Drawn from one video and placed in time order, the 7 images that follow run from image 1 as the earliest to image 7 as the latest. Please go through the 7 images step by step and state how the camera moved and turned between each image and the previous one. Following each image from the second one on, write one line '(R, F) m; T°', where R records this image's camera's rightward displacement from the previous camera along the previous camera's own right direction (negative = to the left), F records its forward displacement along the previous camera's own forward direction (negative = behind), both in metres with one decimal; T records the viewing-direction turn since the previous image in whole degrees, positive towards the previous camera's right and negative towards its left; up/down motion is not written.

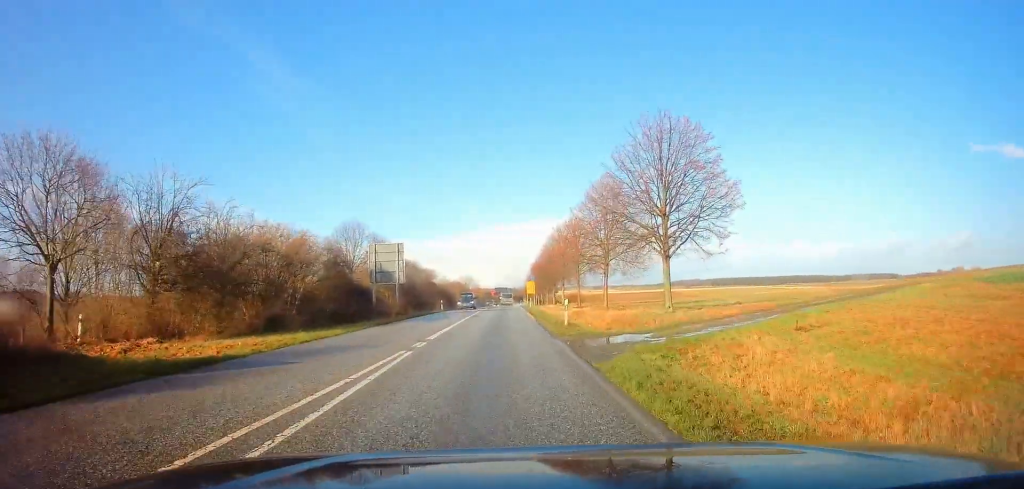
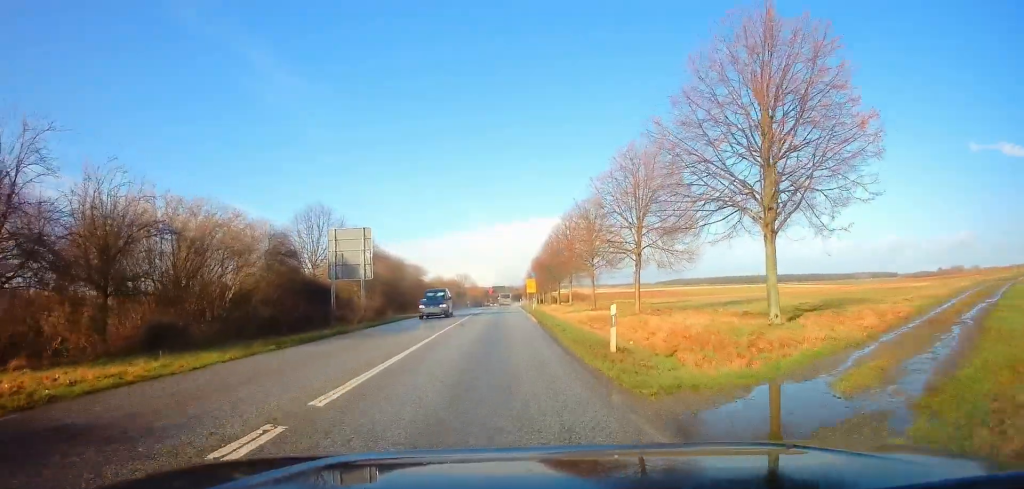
(0.0, +9.8) m; 0°
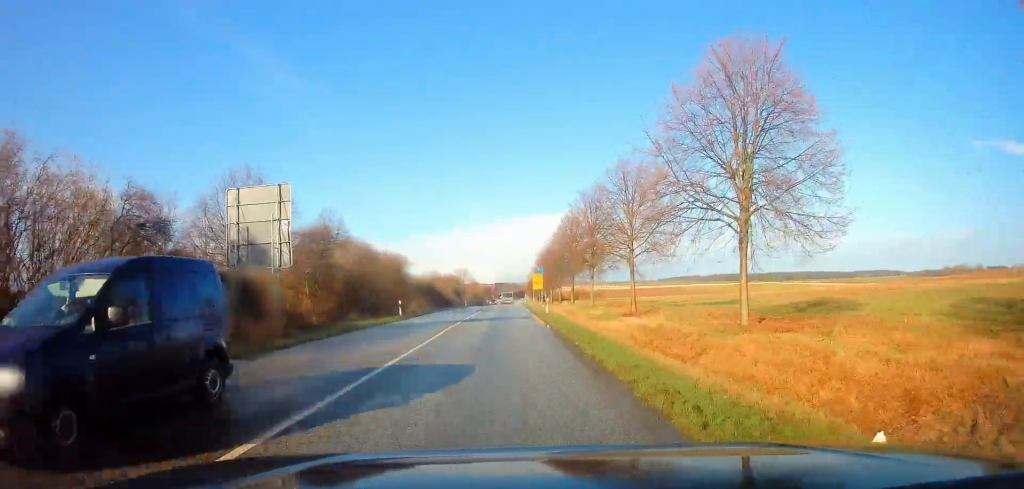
(0.0, +12.9) m; 0°
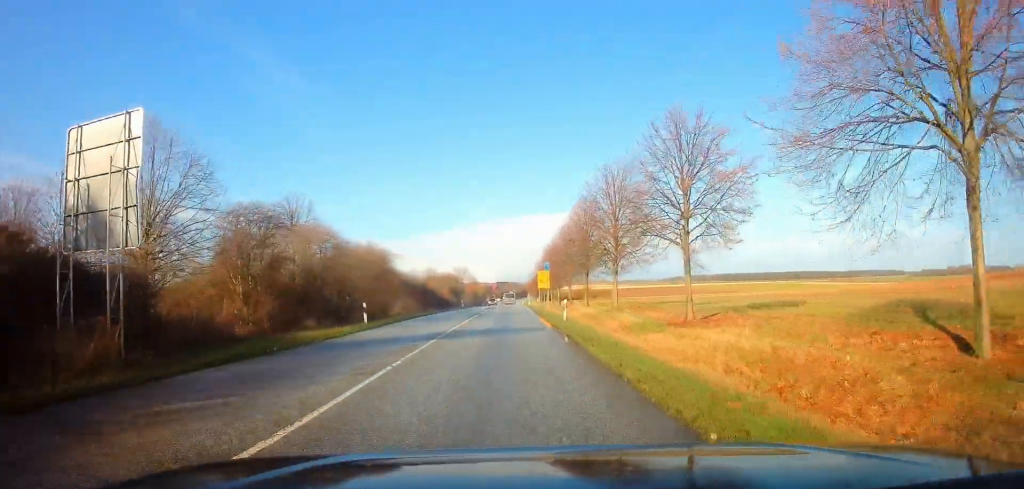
(-0.1, +9.2) m; 0°
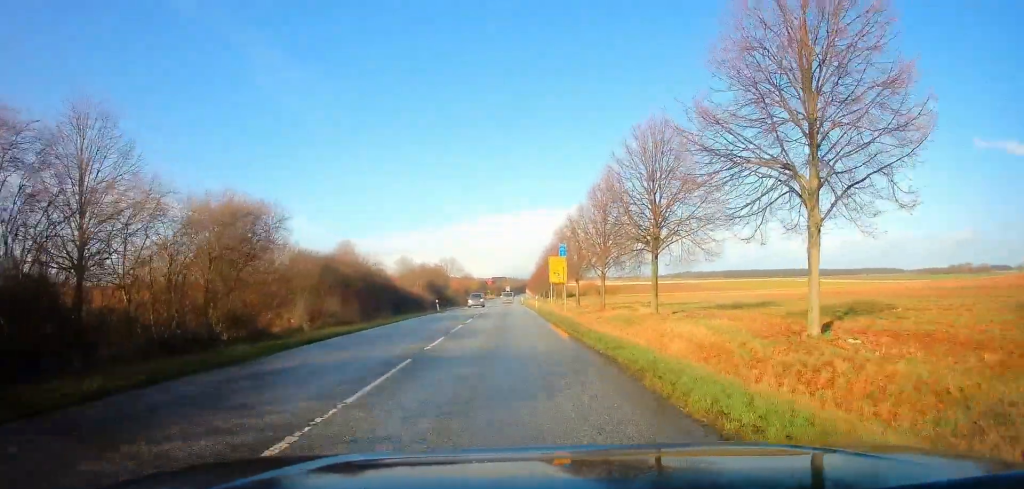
(+0.5, +24.4) m; +2°
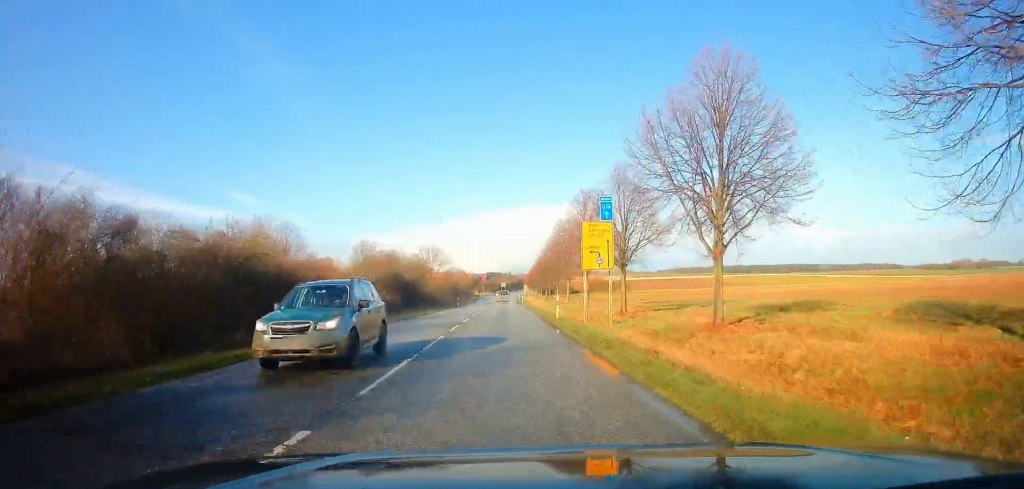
(0.0, +23.9) m; -1°
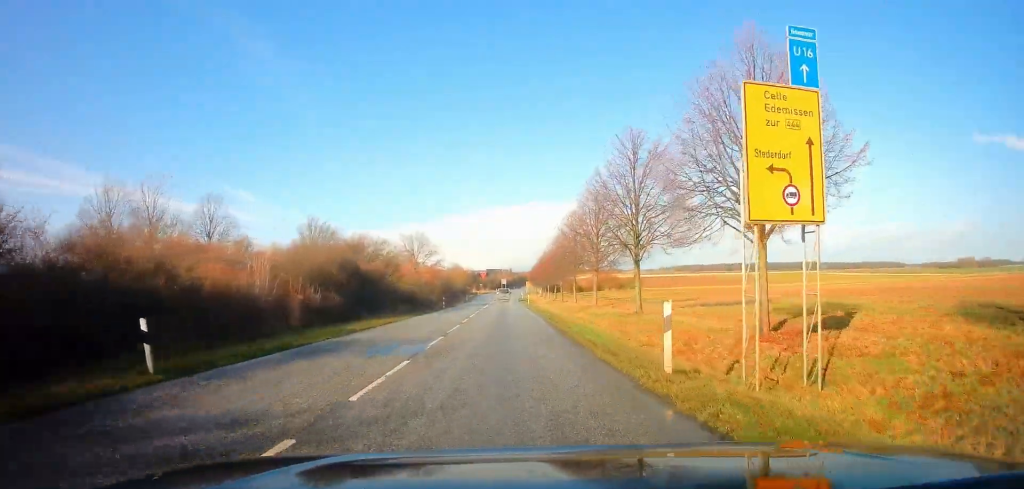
(-0.2, +18.5) m; -1°
